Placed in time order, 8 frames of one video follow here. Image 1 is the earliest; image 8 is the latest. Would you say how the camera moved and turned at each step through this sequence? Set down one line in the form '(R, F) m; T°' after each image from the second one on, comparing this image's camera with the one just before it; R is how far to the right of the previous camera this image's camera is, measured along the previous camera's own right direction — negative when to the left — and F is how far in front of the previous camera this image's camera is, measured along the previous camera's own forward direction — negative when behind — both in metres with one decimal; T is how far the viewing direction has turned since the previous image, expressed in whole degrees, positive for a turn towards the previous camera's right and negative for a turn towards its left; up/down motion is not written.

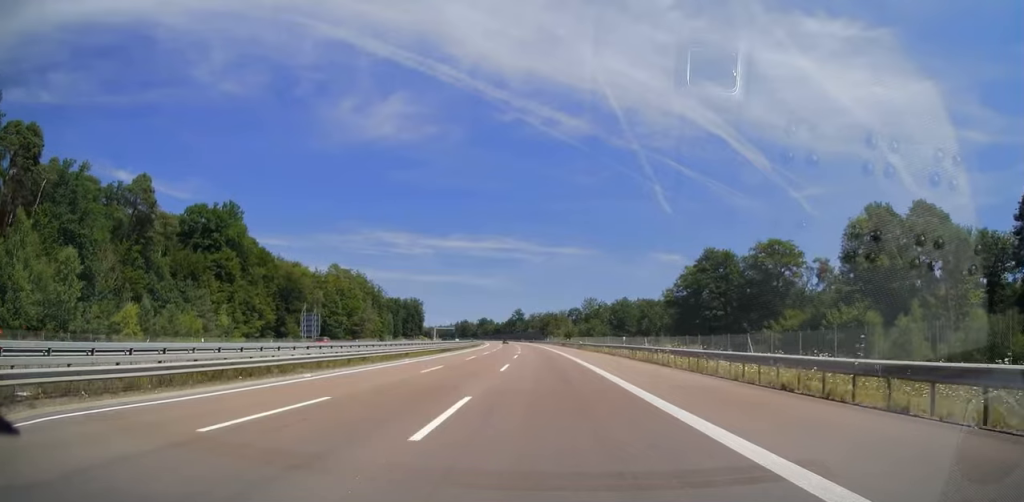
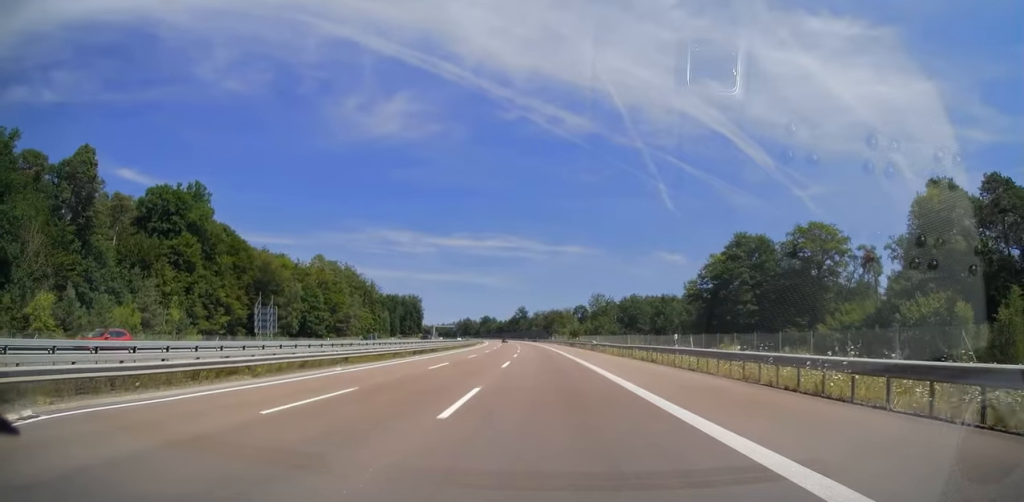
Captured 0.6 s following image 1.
(-0.1, +16.0) m; -1°
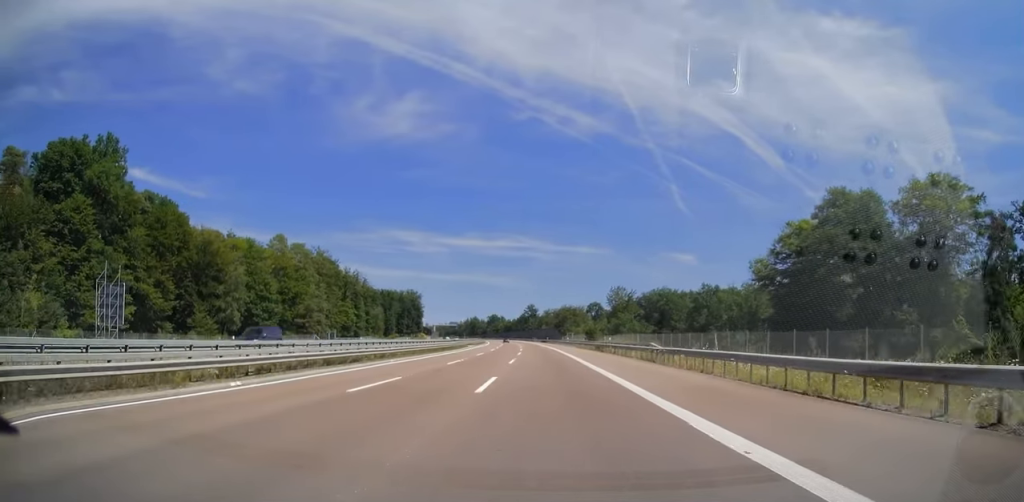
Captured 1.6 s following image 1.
(0.0, +31.0) m; -1°
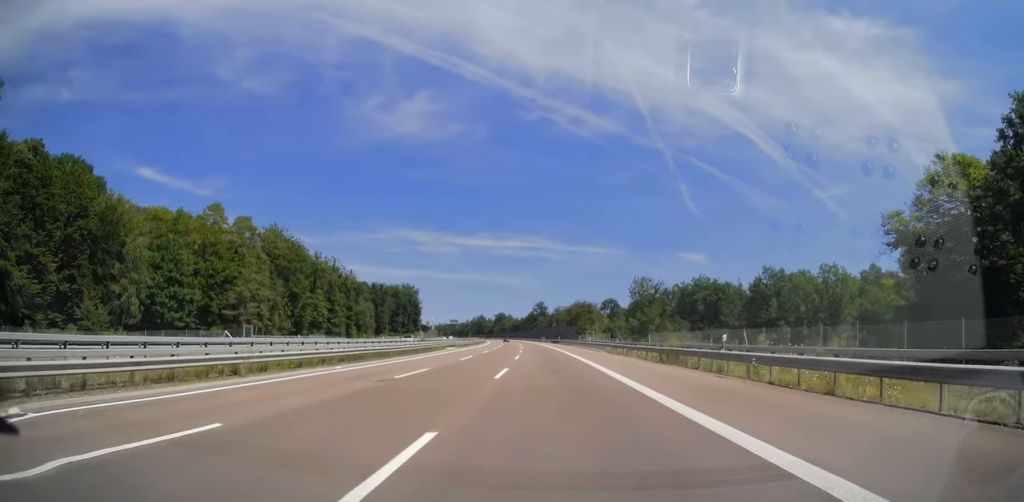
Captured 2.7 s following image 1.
(-0.6, +31.5) m; -2°
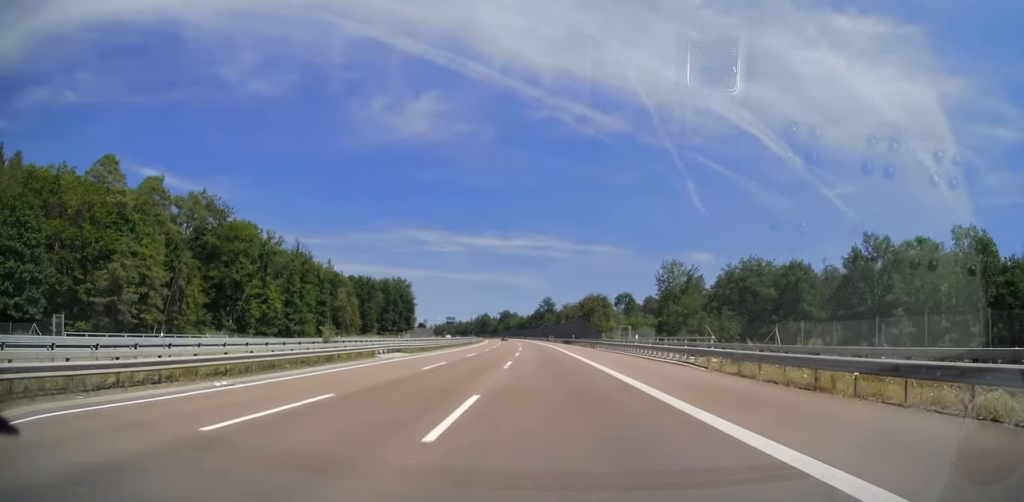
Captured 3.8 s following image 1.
(-0.4, +30.9) m; -1°
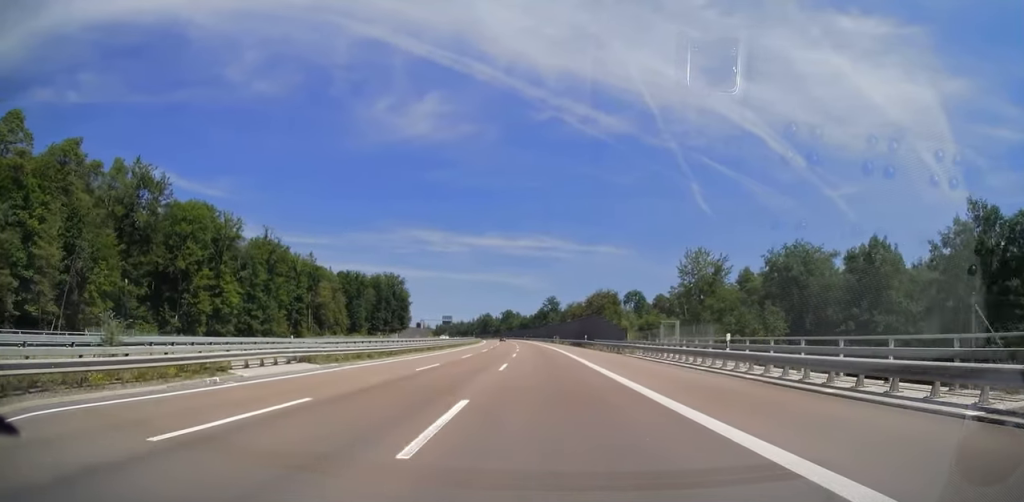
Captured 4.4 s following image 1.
(0.0, +19.3) m; 0°
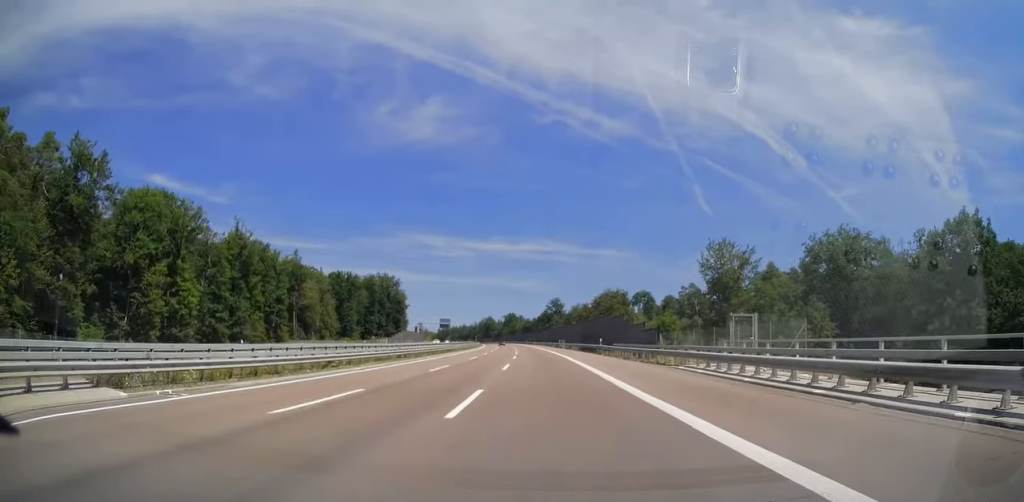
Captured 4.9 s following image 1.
(0.0, +14.0) m; 0°
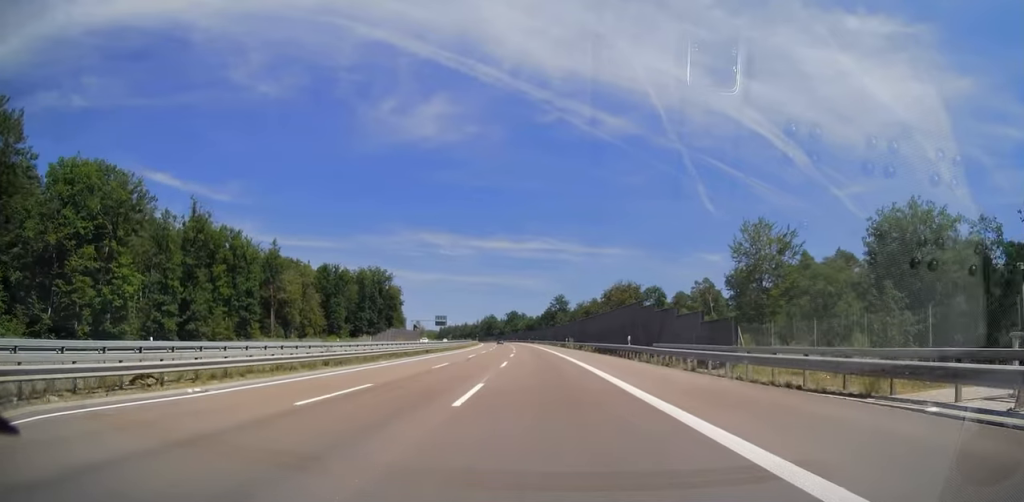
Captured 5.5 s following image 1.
(0.0, +16.4) m; 0°
